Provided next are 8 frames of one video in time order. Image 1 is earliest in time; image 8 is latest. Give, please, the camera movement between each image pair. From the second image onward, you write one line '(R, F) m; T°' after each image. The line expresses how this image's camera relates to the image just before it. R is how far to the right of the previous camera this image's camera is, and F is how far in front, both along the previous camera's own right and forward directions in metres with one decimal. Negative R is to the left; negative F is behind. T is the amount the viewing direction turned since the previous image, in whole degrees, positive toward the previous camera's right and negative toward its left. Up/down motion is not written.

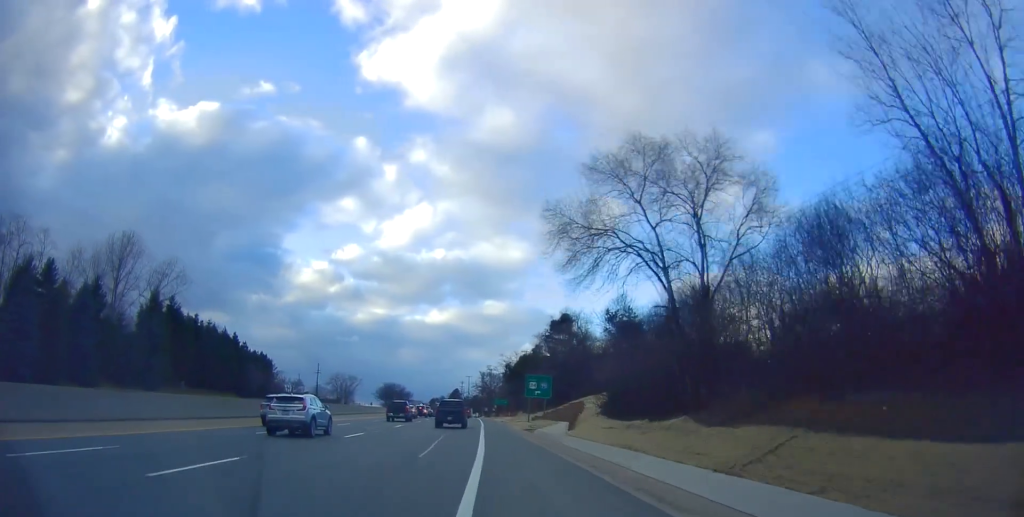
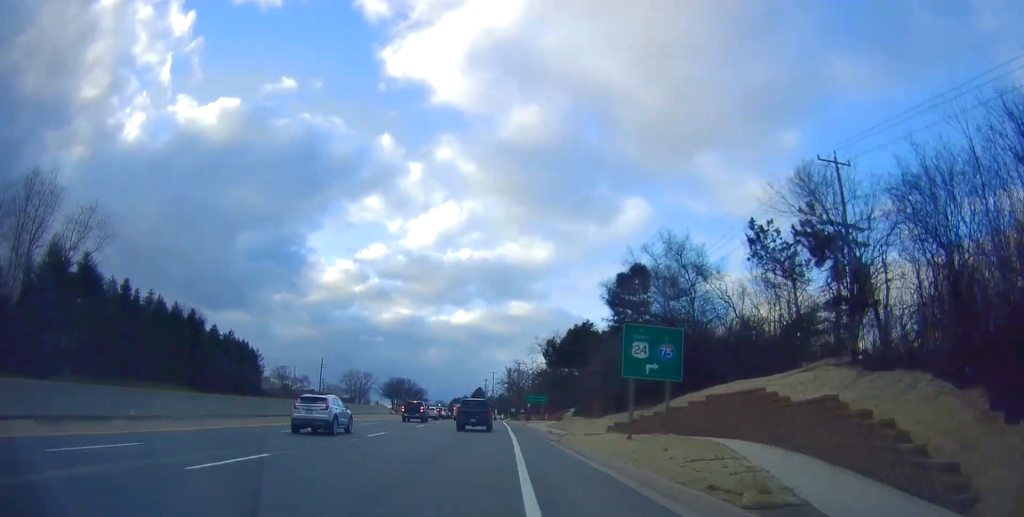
(-0.9, +30.1) m; -3°
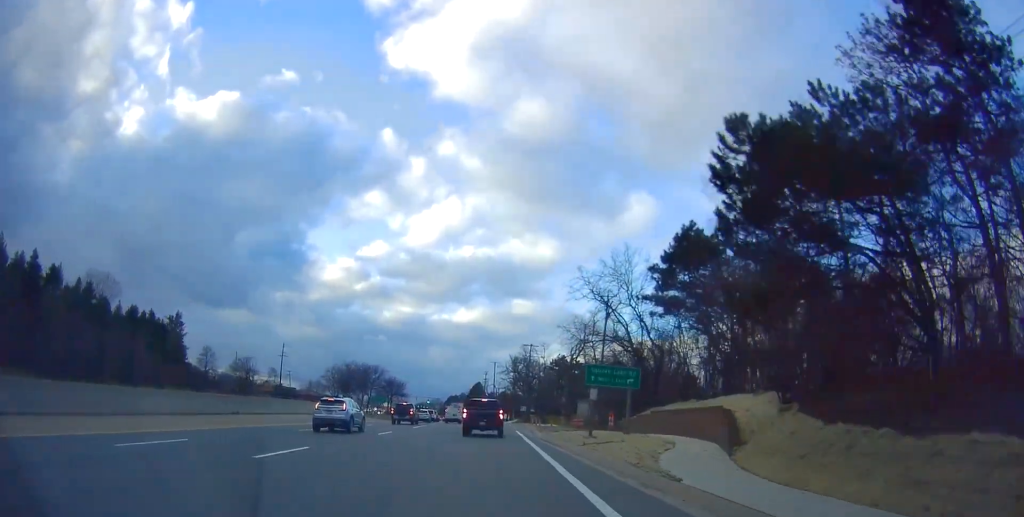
(-0.9, +43.7) m; -1°
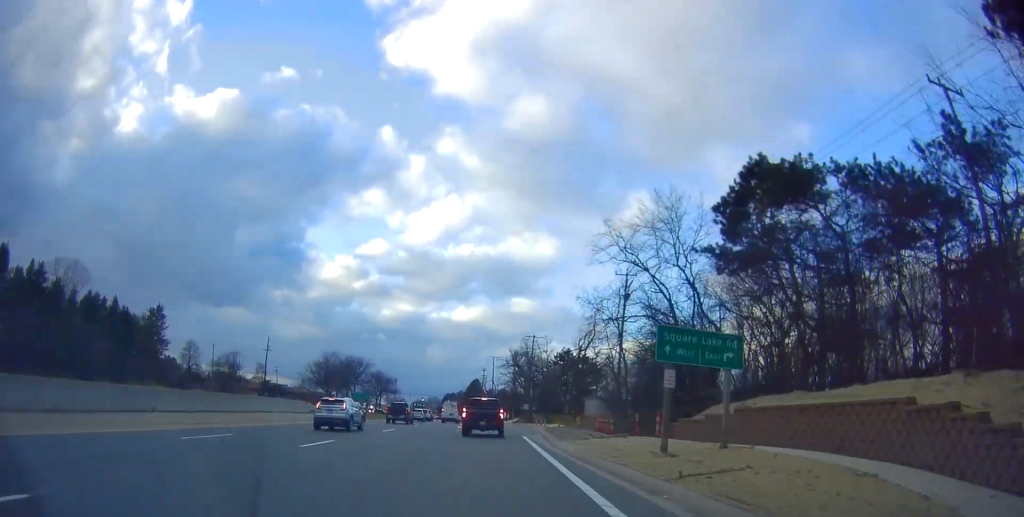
(+0.2, +11.7) m; 0°
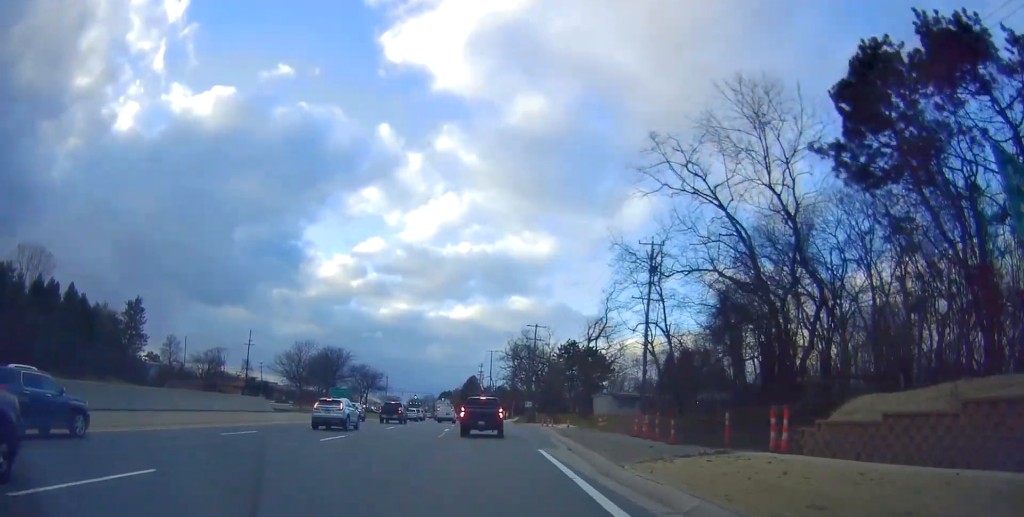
(0.0, +11.9) m; 0°
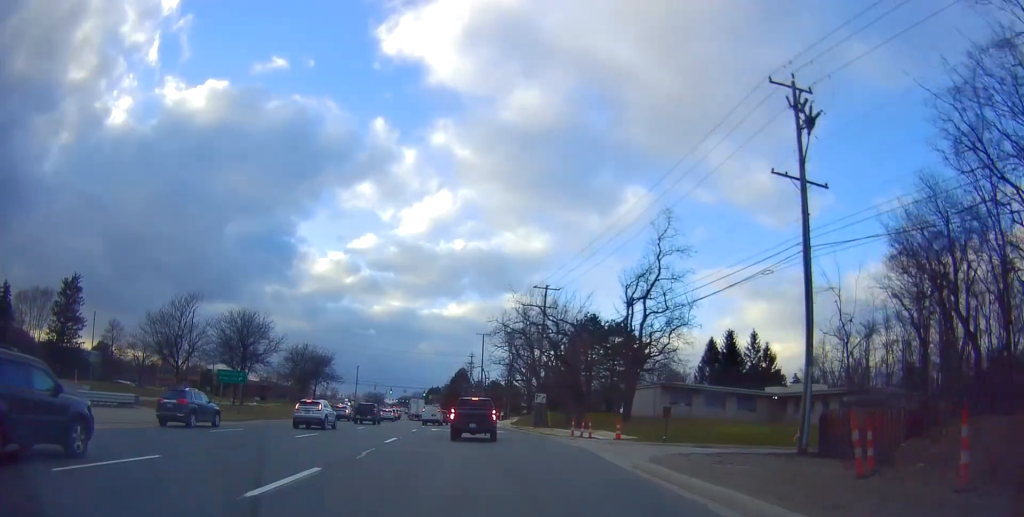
(+0.3, +29.9) m; -1°
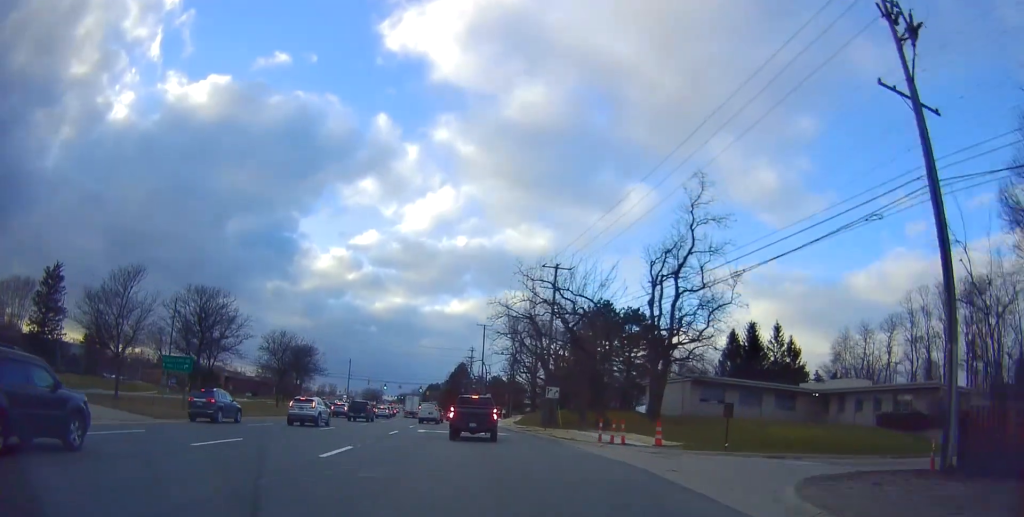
(-0.3, +8.8) m; 0°
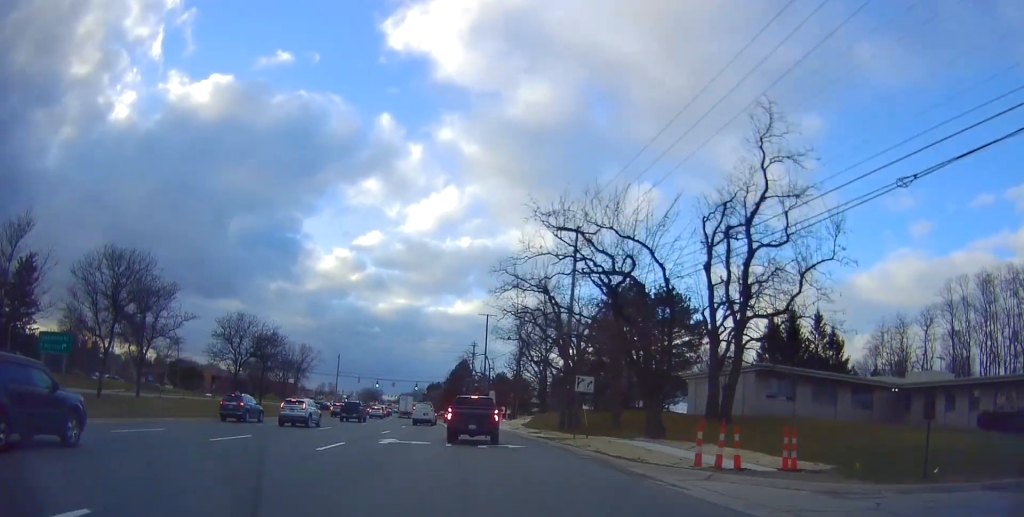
(-0.3, +12.8) m; 0°
